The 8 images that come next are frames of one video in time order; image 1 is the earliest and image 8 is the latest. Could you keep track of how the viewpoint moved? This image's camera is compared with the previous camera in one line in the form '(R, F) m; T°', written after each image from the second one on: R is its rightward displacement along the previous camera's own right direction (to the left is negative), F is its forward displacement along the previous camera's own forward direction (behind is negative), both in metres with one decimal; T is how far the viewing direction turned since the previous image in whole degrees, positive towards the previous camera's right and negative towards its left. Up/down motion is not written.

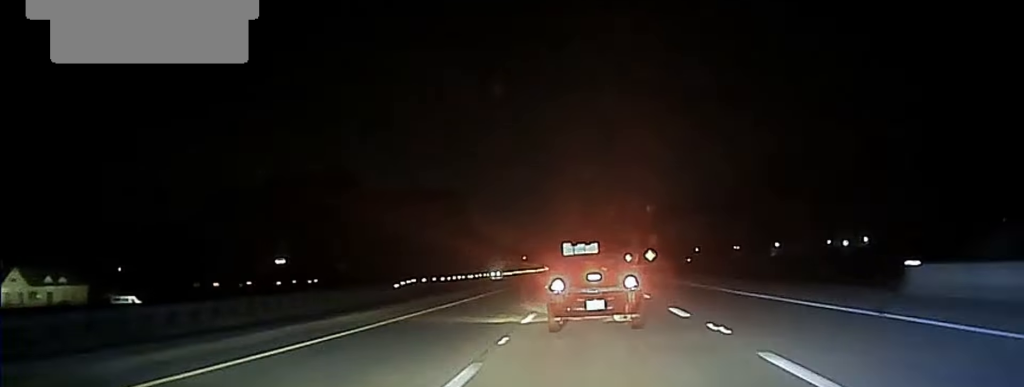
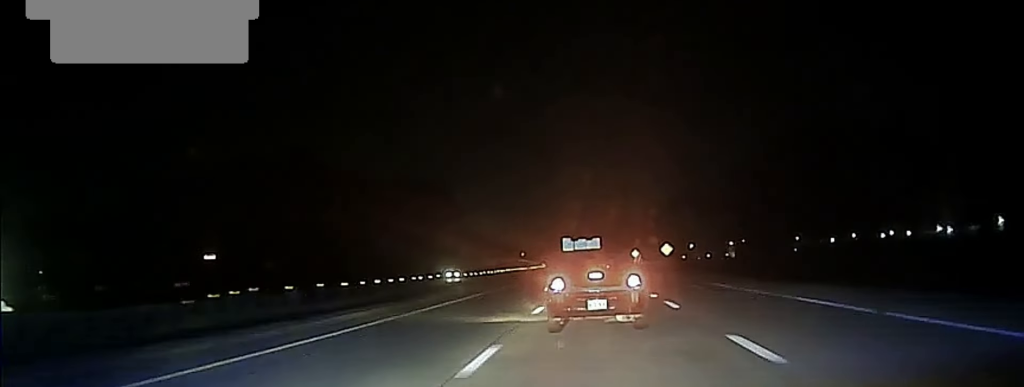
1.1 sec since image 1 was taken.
(-0.4, +34.2) m; 0°
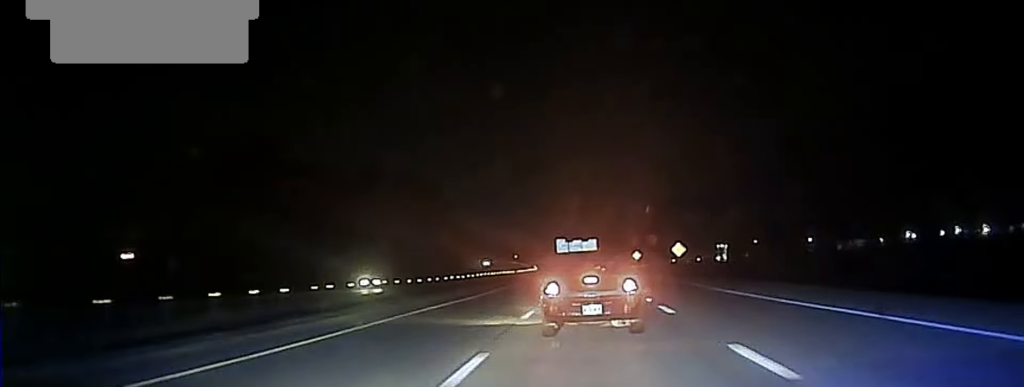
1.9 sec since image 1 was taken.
(+0.2, +26.2) m; 0°
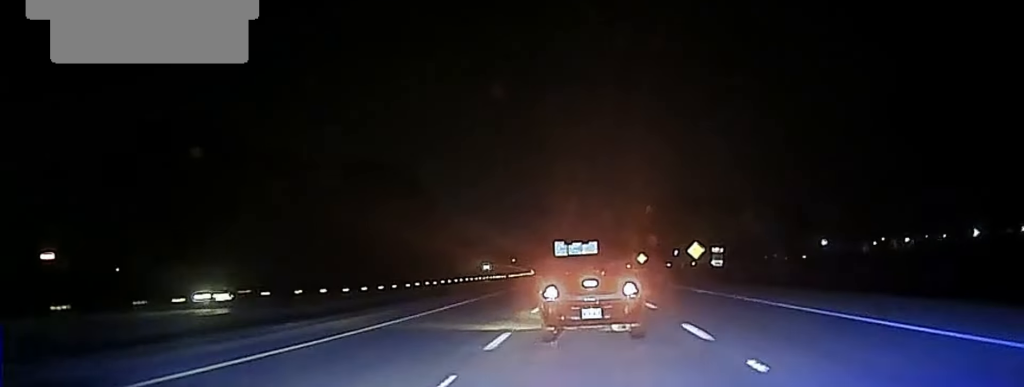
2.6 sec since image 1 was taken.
(0.0, +19.5) m; 0°
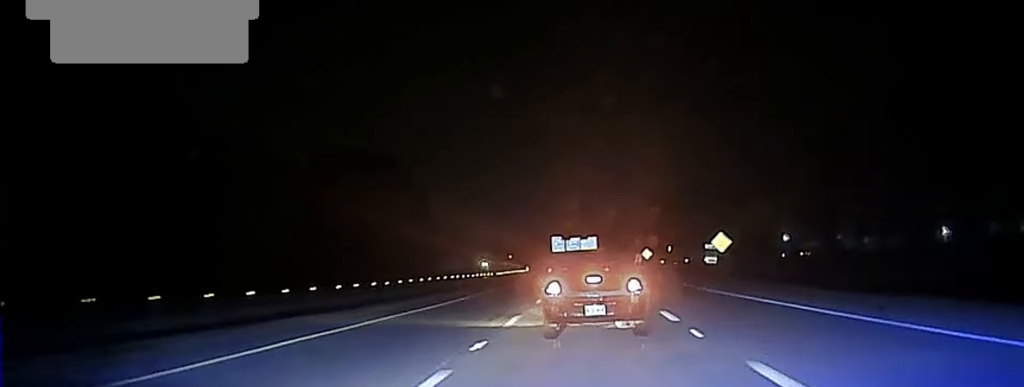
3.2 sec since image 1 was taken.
(0.0, +18.7) m; 0°
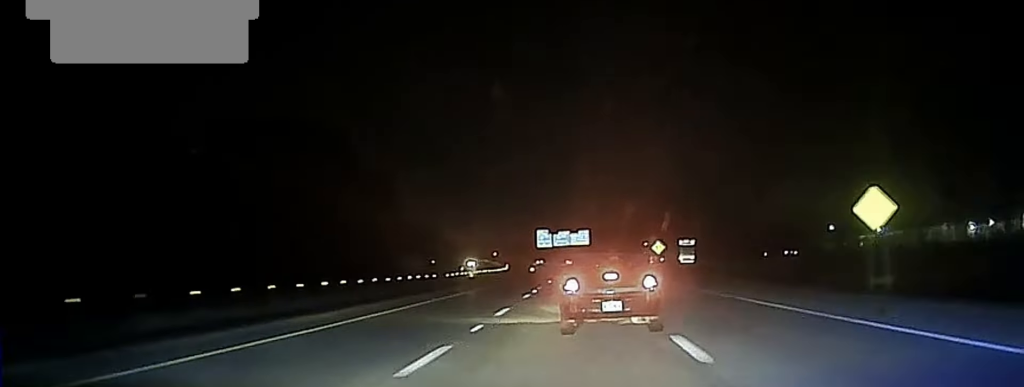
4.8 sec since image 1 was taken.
(0.0, +44.2) m; +1°
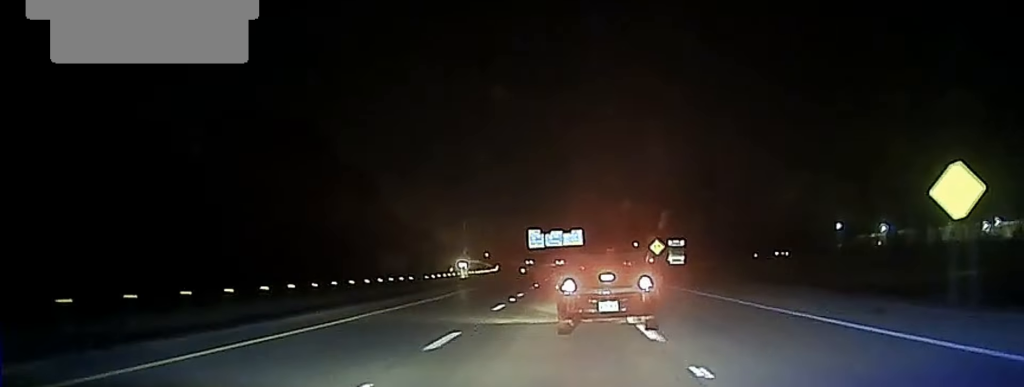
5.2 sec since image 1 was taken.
(0.0, +10.6) m; +1°
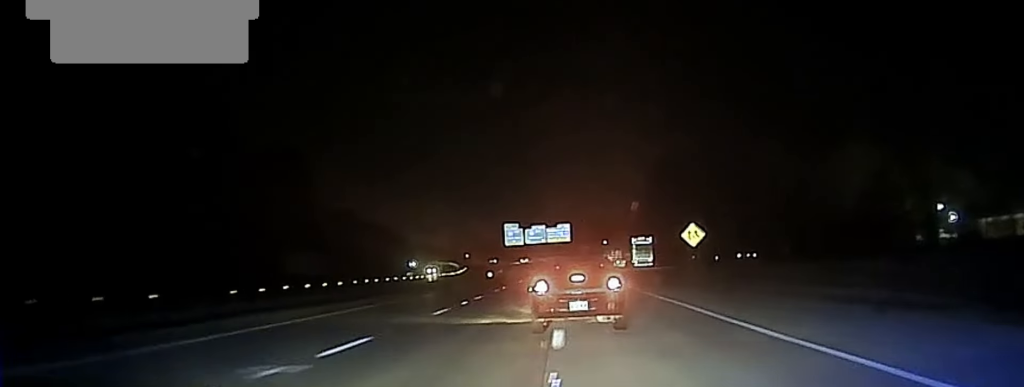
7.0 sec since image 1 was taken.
(+0.8, +46.3) m; 0°
